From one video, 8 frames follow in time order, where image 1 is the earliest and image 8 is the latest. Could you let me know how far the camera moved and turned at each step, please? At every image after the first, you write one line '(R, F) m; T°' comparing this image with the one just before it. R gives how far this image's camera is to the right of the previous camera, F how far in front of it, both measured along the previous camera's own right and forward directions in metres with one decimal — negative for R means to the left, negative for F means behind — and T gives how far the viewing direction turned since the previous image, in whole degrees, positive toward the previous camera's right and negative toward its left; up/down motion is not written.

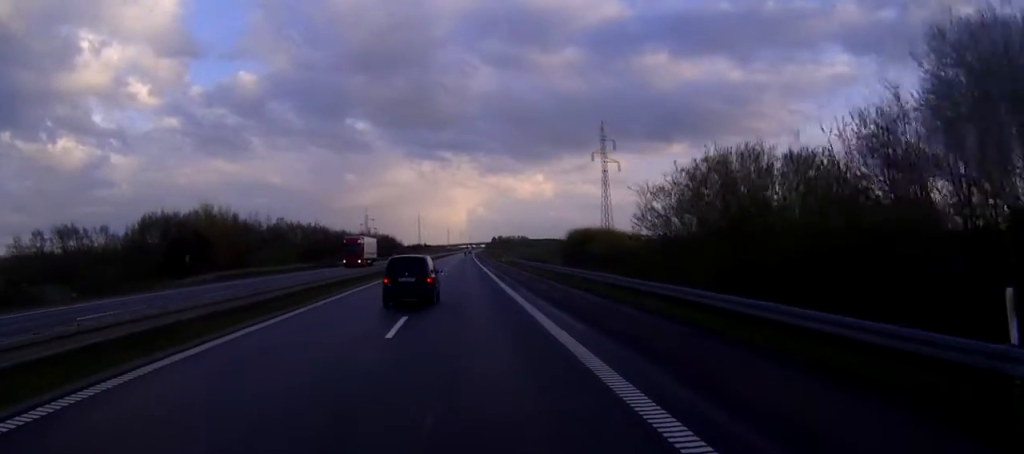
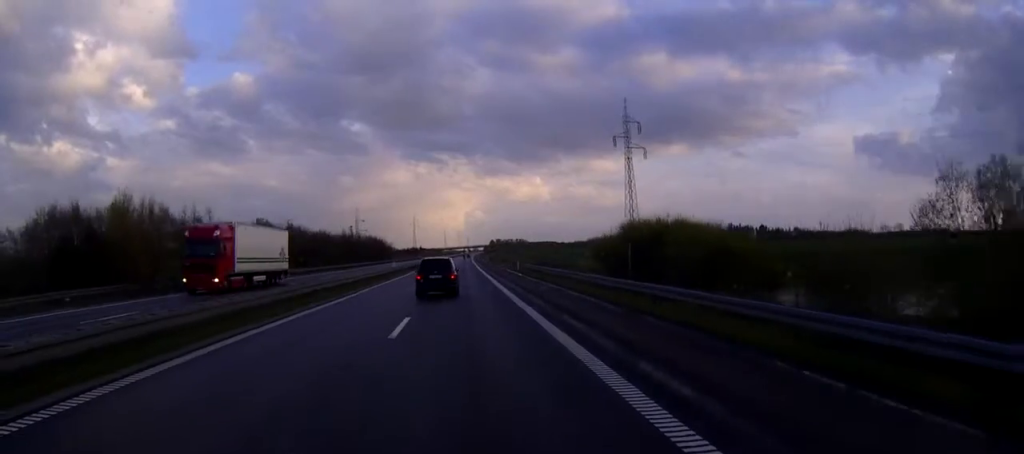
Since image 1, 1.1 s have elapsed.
(0.0, +28.8) m; 0°
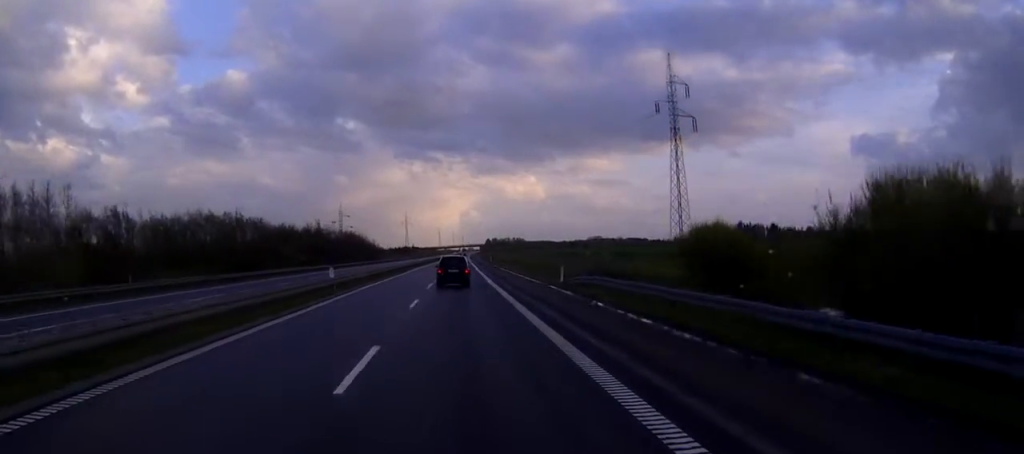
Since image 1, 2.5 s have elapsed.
(+0.1, +36.6) m; 0°
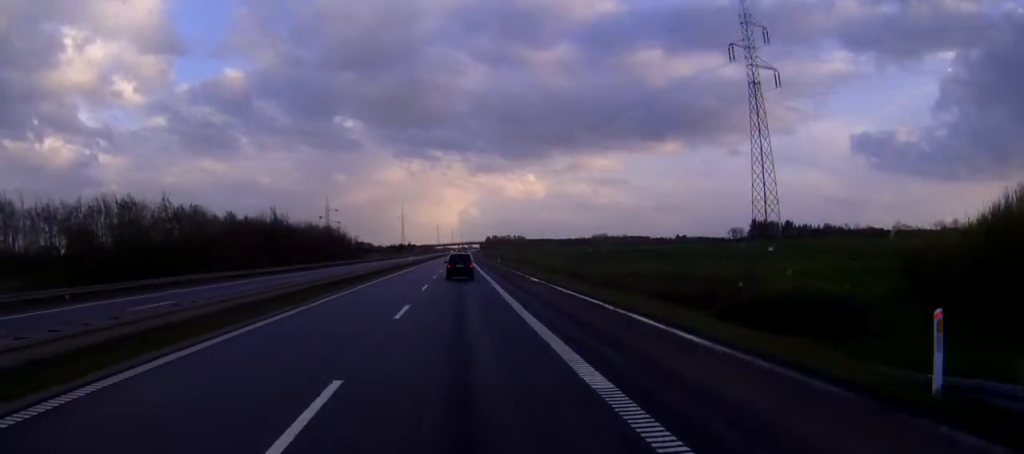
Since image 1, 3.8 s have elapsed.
(0.0, +34.0) m; 0°
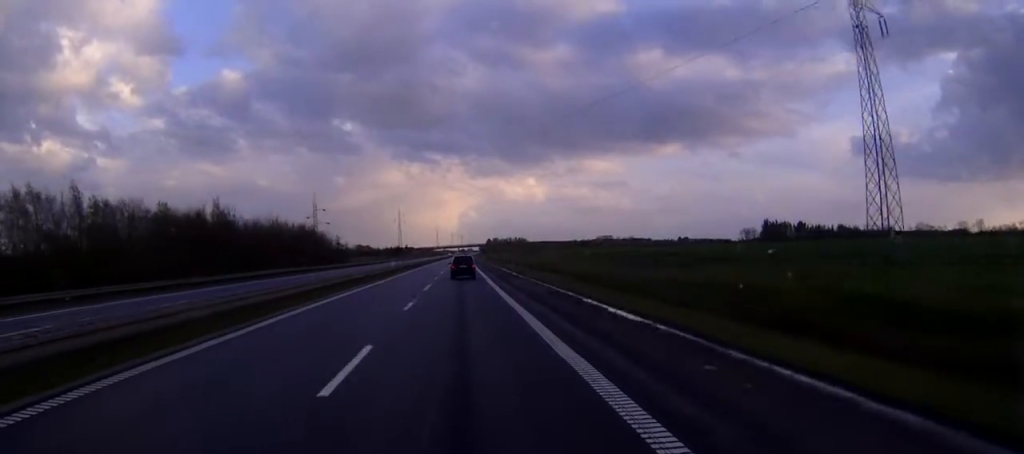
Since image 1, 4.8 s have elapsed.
(-0.2, +26.2) m; 0°
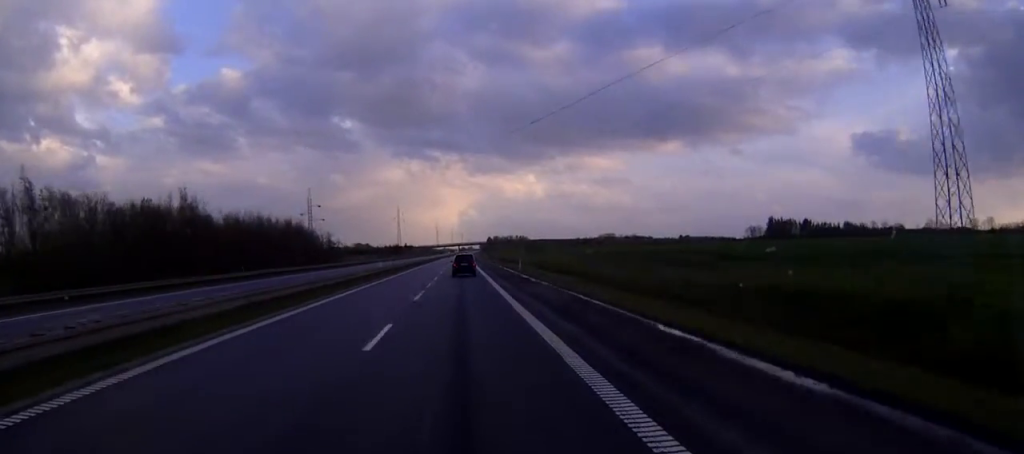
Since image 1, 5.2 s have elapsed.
(0.0, +10.5) m; 0°
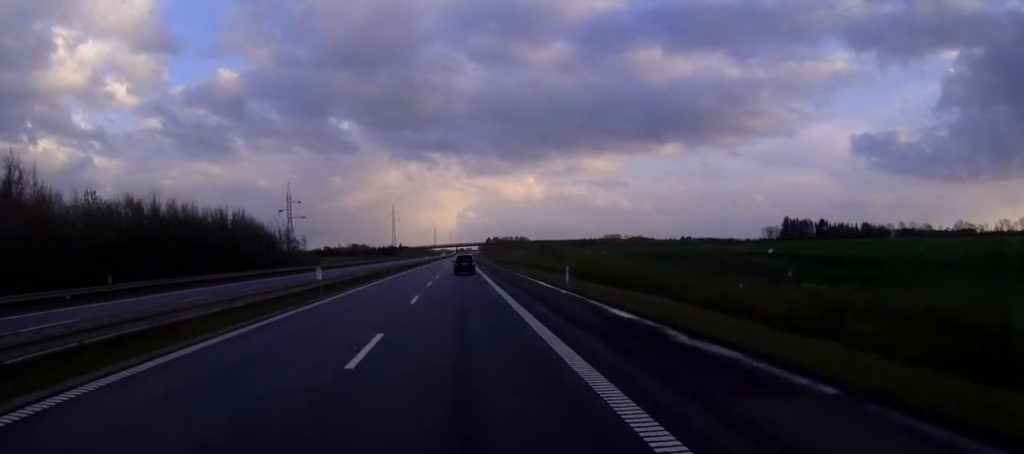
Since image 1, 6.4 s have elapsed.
(+0.1, +32.4) m; 0°
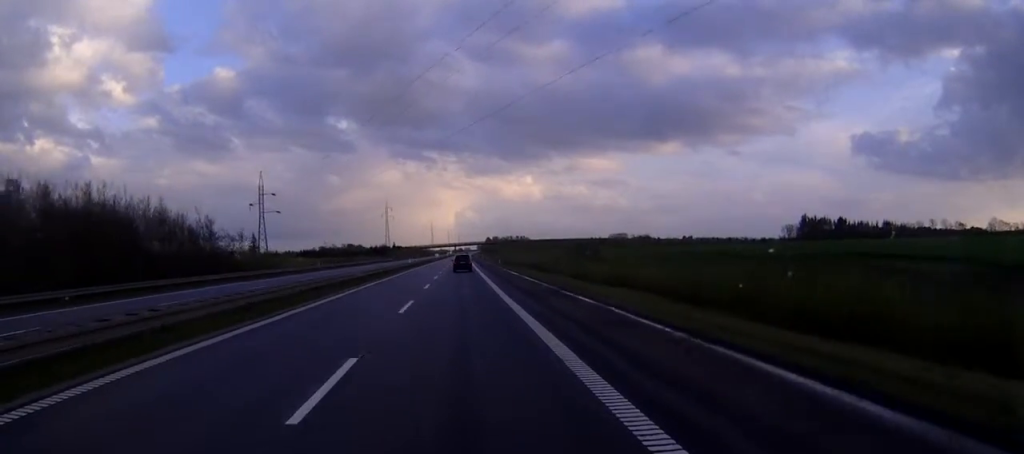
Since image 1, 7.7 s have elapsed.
(+0.1, +33.9) m; 0°
